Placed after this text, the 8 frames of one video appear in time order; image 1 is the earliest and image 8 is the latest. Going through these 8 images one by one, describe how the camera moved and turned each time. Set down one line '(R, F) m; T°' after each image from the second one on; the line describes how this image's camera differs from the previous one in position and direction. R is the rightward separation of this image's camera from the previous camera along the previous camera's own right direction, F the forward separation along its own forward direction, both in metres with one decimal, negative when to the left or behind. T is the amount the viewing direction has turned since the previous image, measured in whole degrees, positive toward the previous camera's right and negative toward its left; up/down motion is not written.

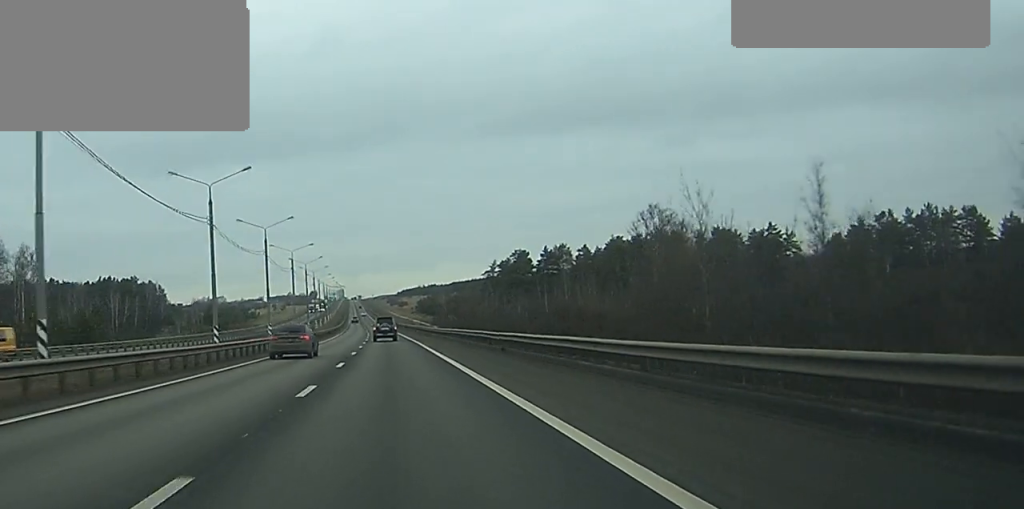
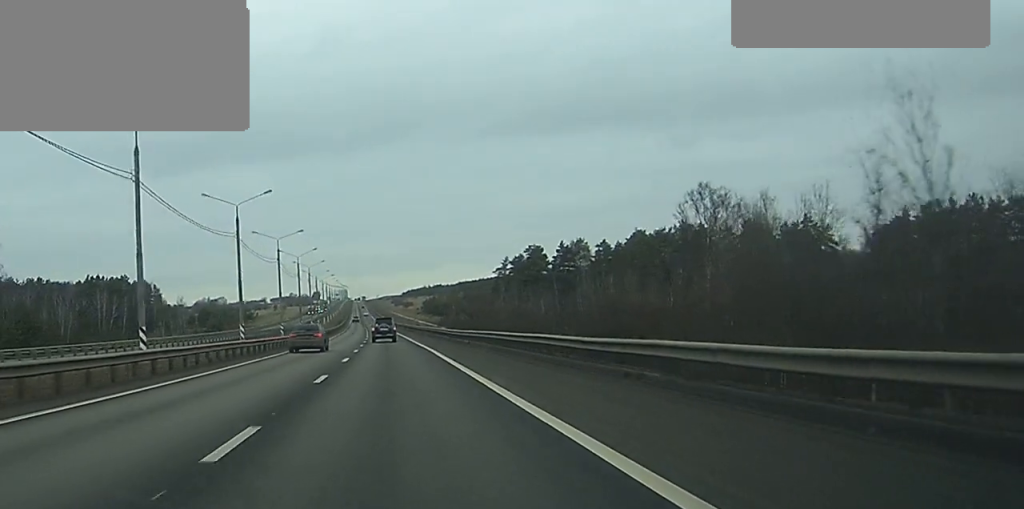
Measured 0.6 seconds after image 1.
(0.0, +20.1) m; 0°
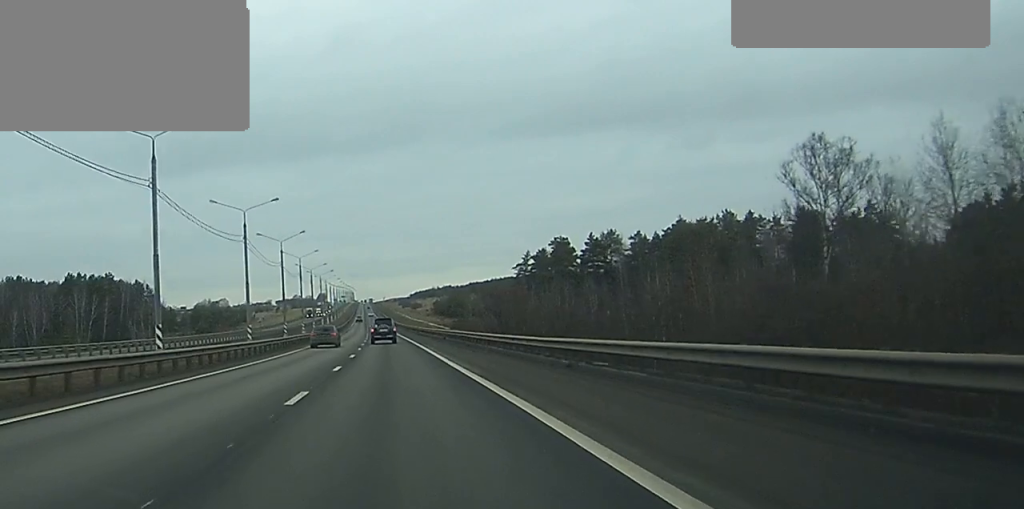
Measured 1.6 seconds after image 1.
(-0.1, +29.6) m; 0°
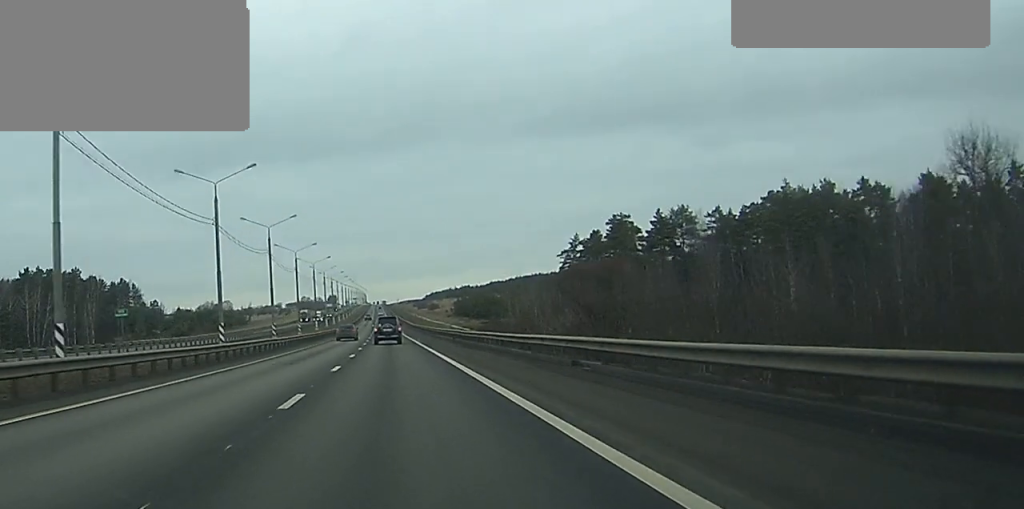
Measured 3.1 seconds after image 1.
(-0.5, +48.4) m; -1°
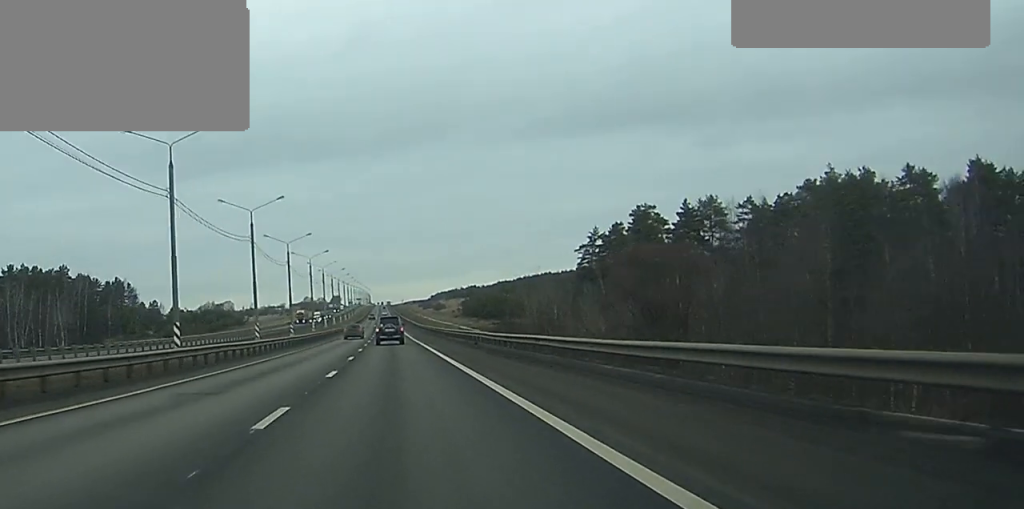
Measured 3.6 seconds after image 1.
(0.0, +14.7) m; 0°
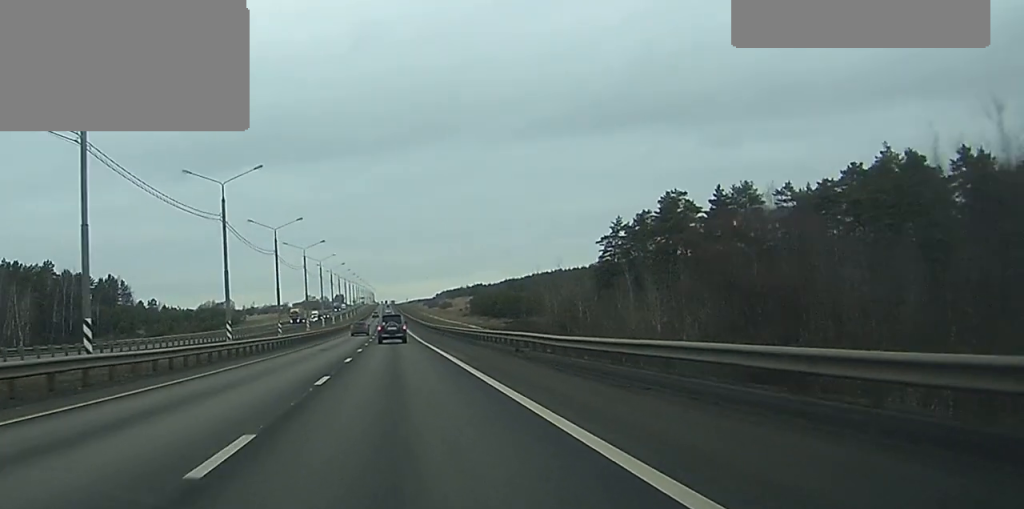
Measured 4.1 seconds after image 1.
(-0.1, +15.6) m; 0°
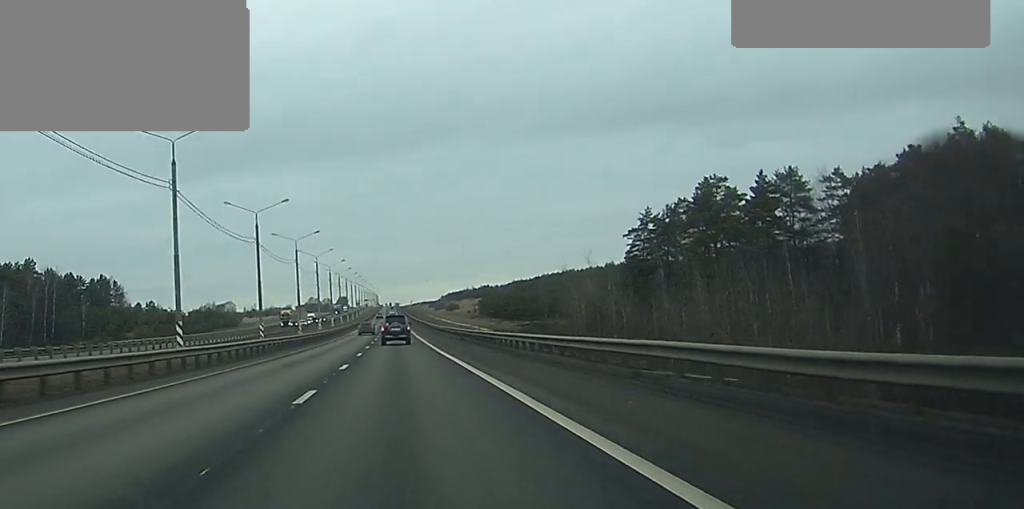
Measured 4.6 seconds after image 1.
(-0.1, +16.7) m; 0°
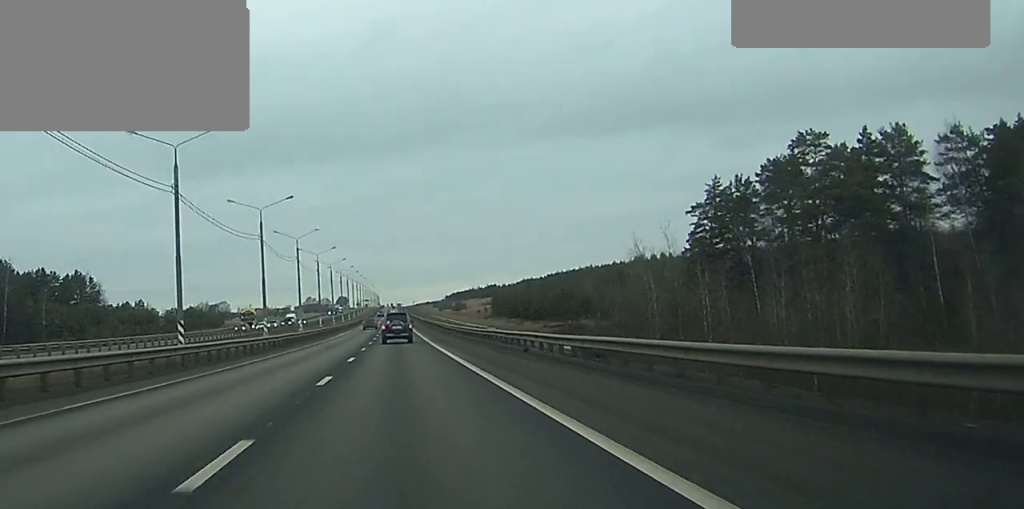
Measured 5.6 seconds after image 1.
(0.0, +32.0) m; 0°
